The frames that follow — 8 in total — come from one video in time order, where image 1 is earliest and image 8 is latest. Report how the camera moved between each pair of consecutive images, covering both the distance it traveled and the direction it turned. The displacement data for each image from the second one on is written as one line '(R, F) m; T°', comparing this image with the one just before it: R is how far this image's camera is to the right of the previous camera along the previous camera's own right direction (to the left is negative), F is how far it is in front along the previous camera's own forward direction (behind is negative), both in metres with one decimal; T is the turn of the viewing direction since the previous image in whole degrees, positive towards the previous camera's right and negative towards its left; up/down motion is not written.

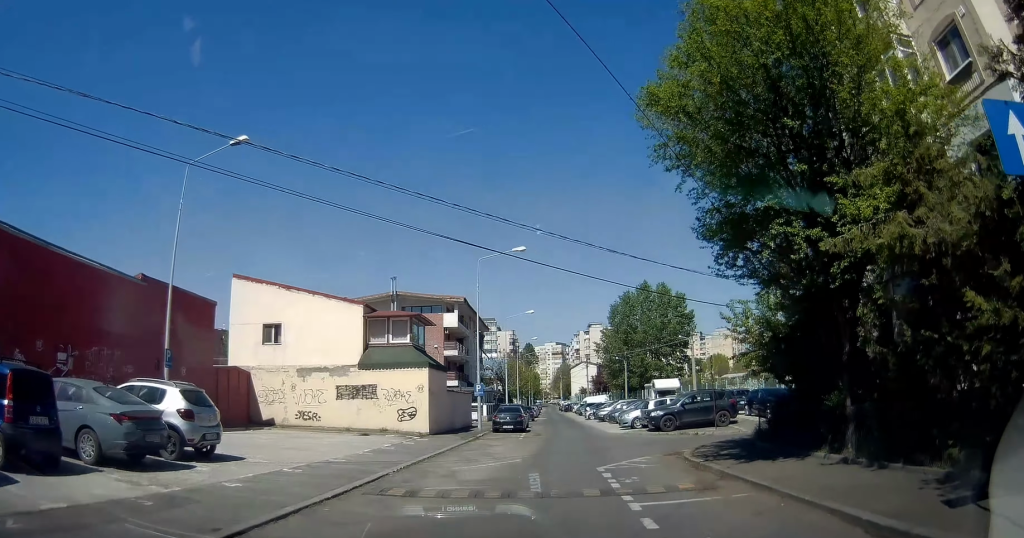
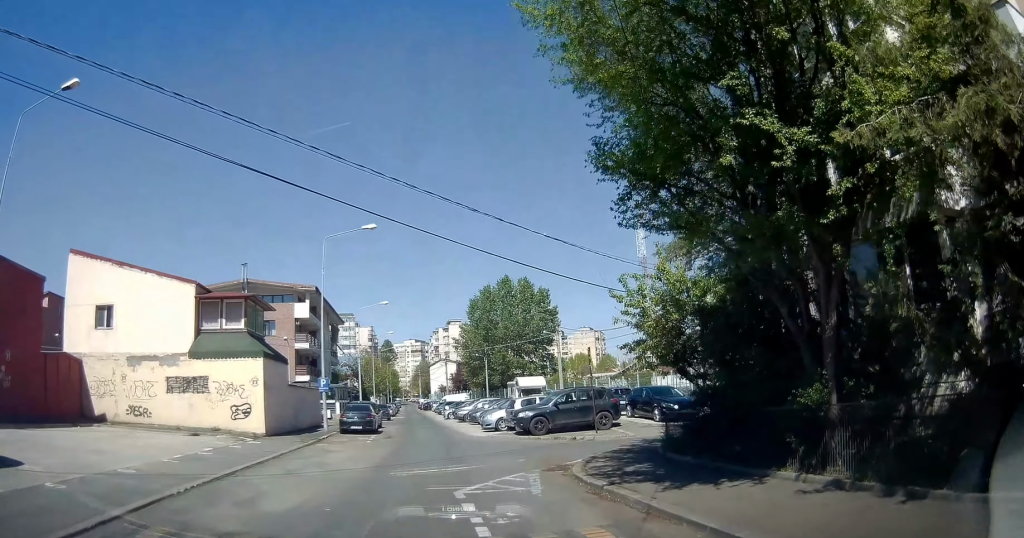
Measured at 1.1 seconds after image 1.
(+0.7, +3.8) m; +12°
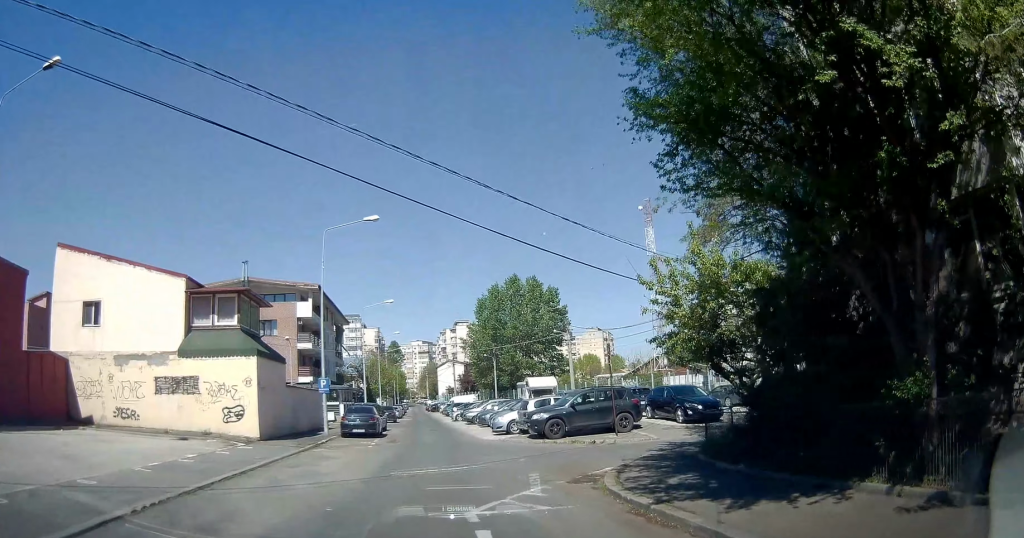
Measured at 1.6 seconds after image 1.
(0.0, +1.8) m; +1°
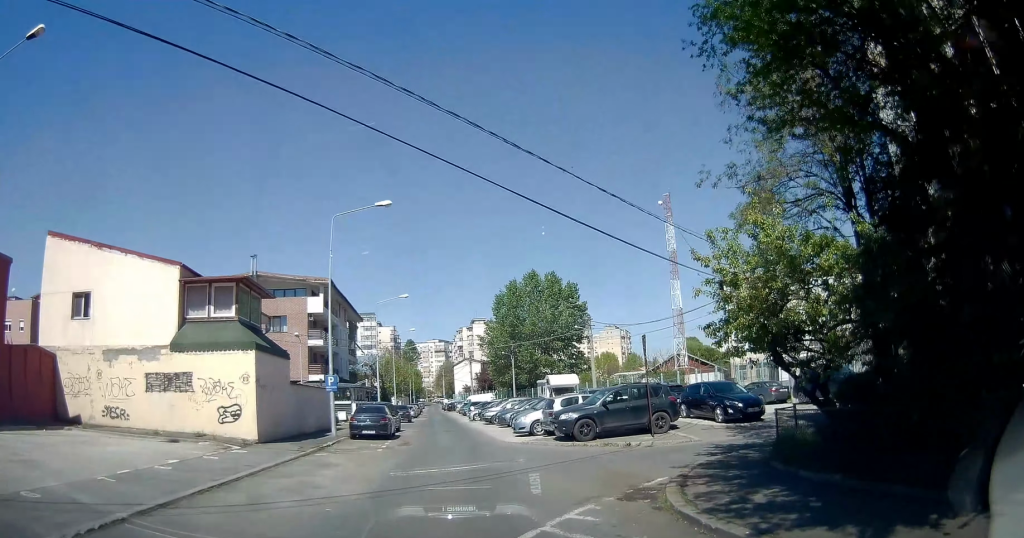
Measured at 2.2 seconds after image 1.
(0.0, +2.2) m; 0°
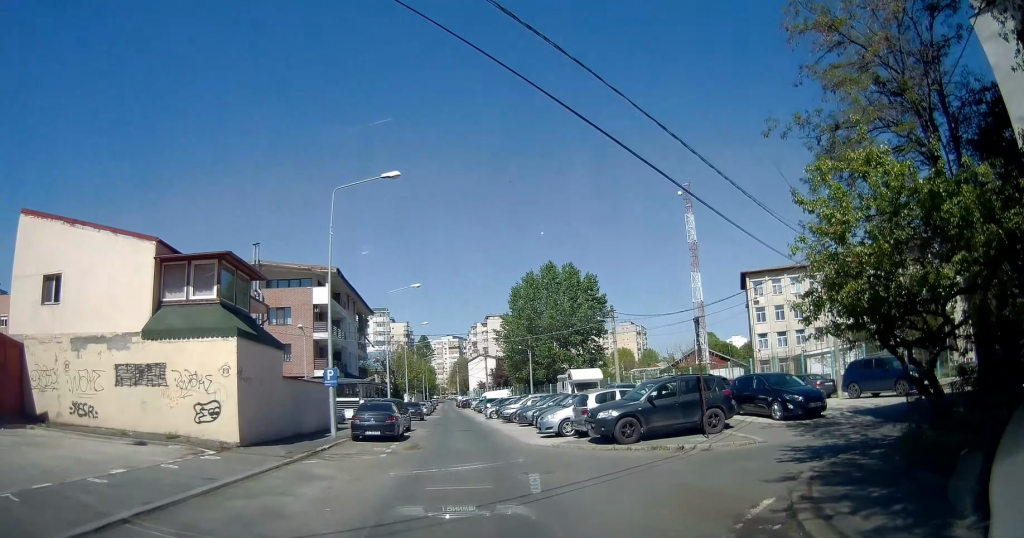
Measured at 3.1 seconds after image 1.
(0.0, +3.3) m; -2°
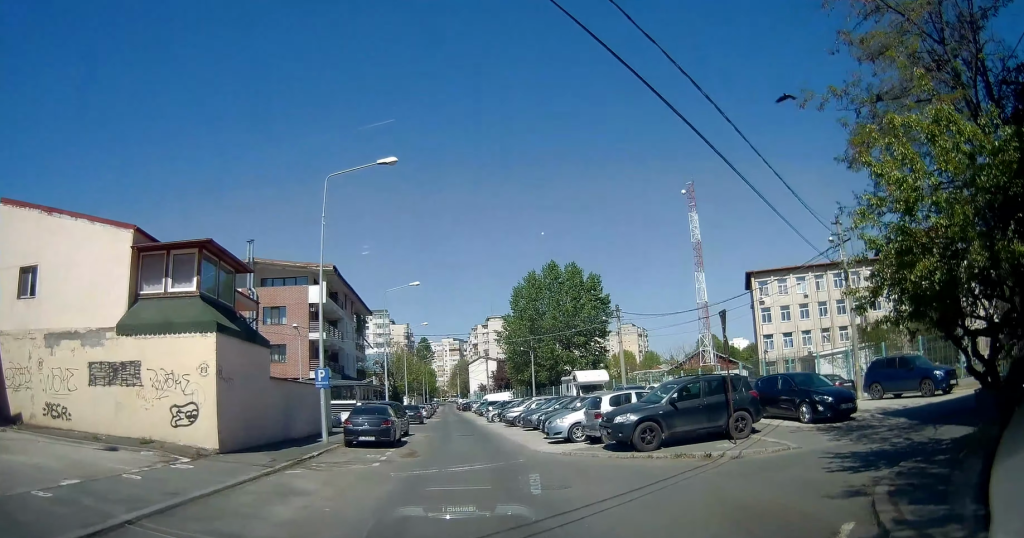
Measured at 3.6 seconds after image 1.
(0.0, +1.7) m; -1°
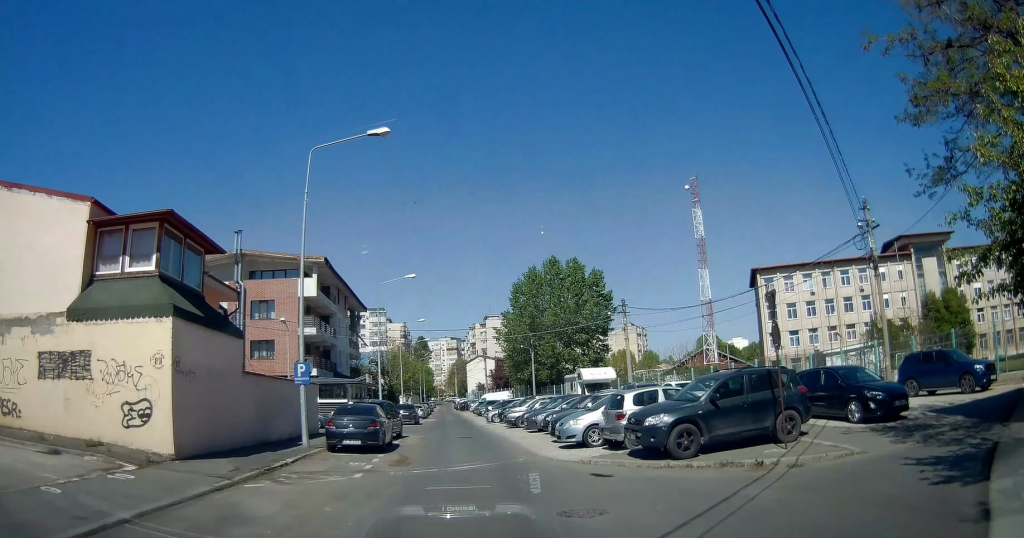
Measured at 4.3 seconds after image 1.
(0.0, +2.5) m; -2°
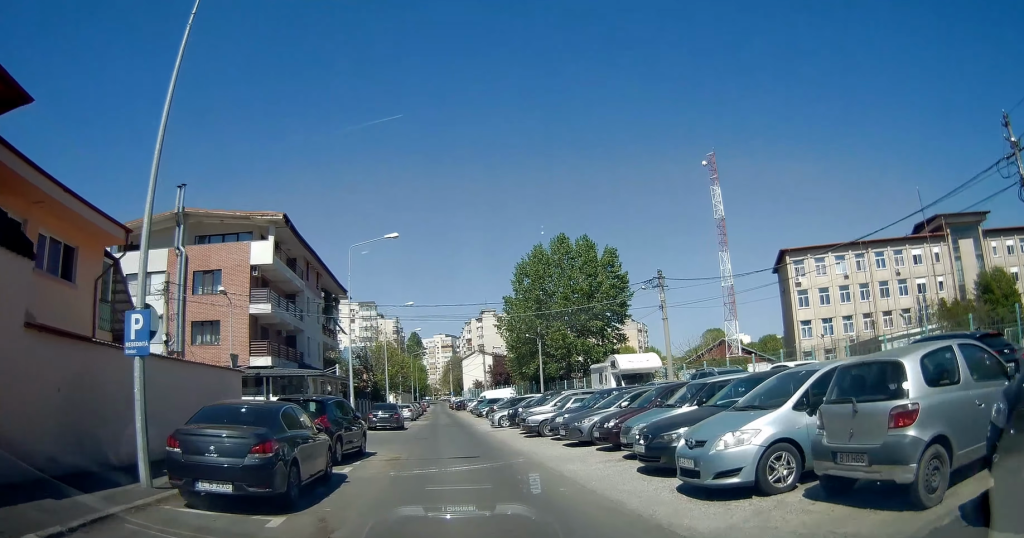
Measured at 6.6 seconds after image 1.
(+0.1, +9.1) m; +2°
